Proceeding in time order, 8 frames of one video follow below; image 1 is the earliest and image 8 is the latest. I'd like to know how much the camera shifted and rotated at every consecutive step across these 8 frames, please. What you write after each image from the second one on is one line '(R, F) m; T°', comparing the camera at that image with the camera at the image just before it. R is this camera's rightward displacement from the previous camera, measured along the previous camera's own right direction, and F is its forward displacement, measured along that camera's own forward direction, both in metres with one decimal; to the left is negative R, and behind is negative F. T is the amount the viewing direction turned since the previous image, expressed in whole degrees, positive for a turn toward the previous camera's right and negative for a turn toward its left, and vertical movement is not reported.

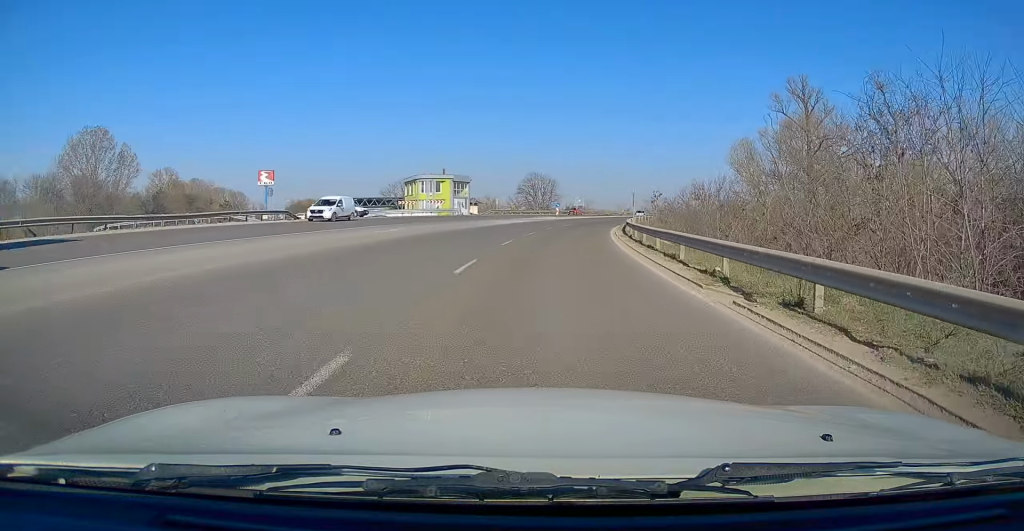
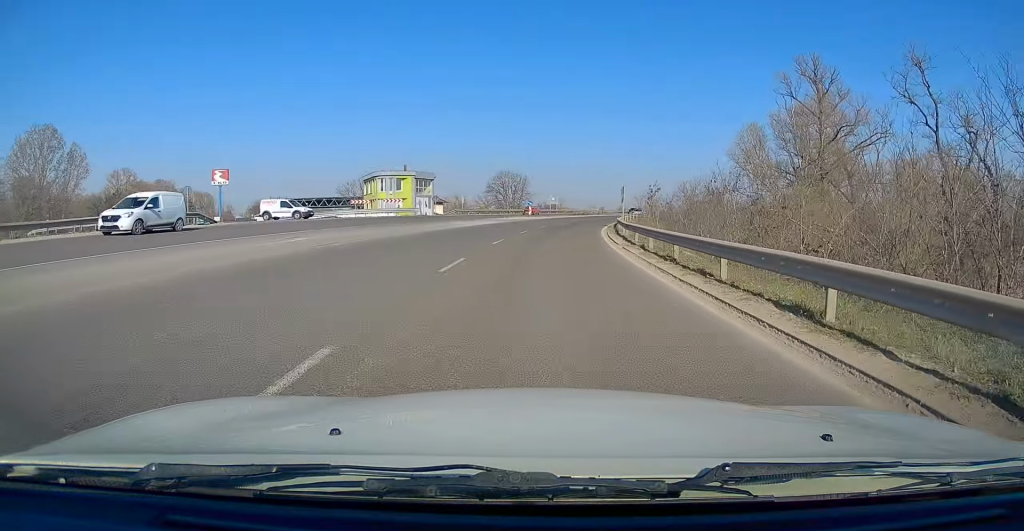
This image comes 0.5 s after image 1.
(+0.3, +8.7) m; +2°
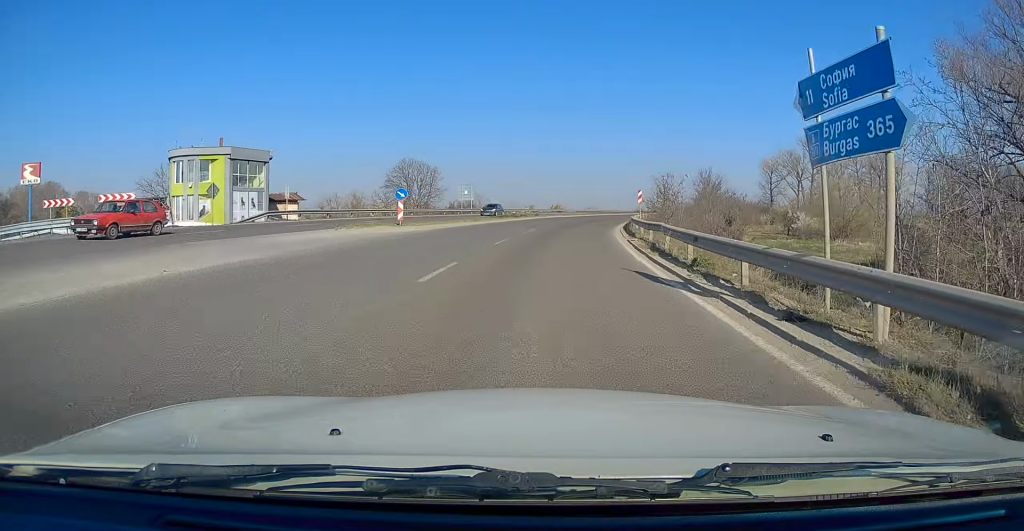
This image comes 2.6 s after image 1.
(+2.2, +37.7) m; +8°
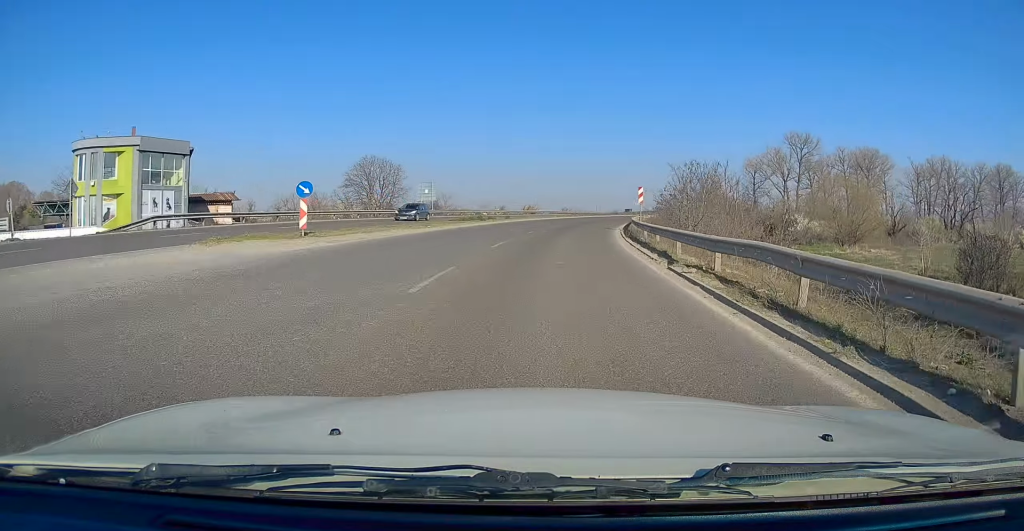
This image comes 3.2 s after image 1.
(+0.3, +10.2) m; +3°
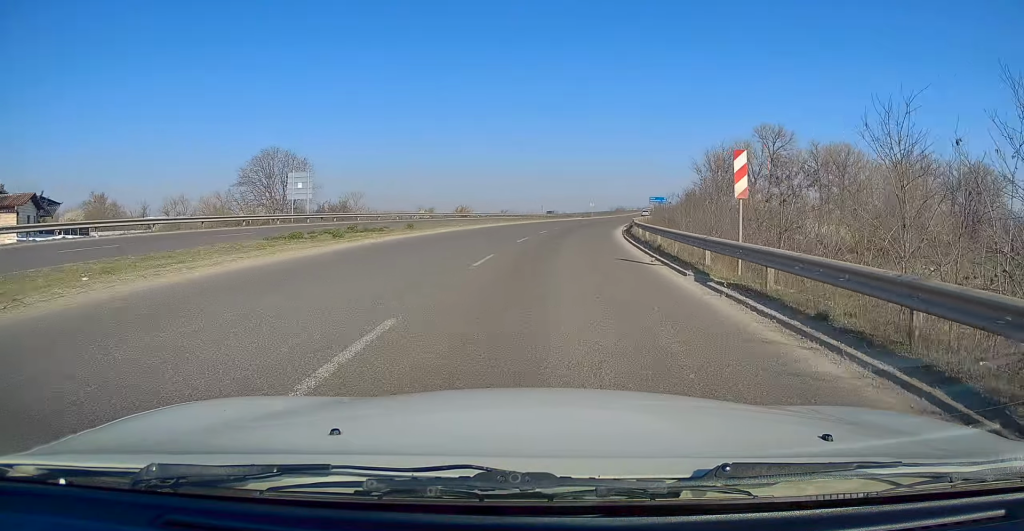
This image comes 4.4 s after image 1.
(+1.1, +23.1) m; +5°
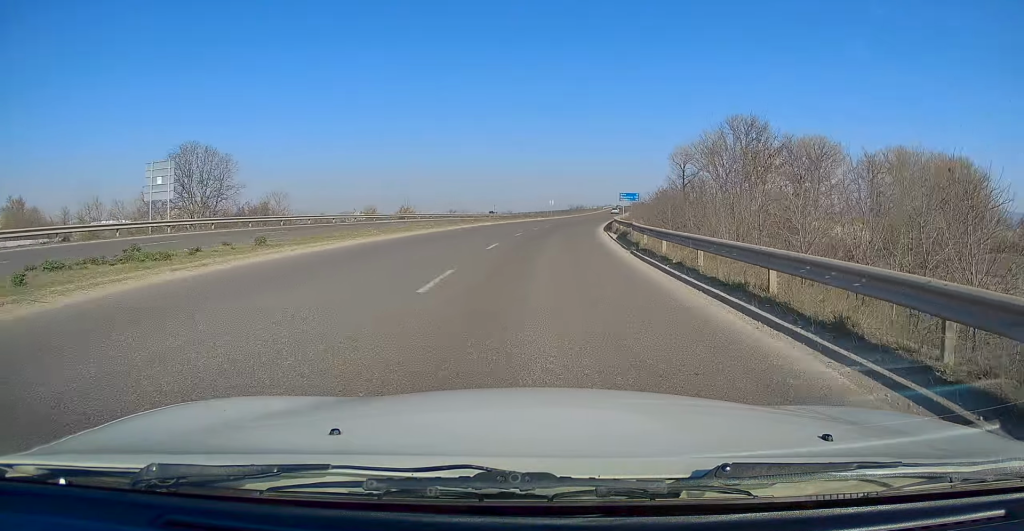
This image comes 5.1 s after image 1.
(+0.2, +12.9) m; +3°
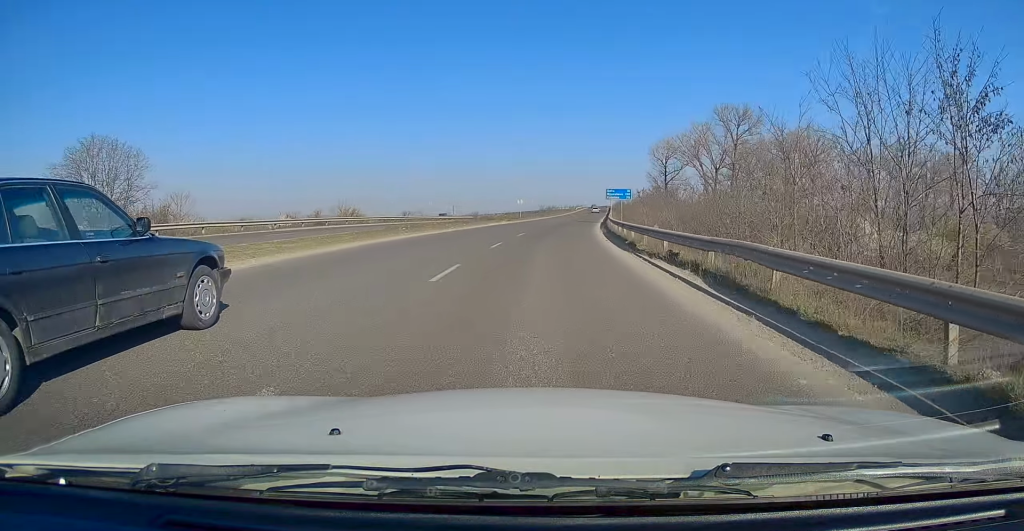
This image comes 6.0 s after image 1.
(+0.7, +16.1) m; +5°
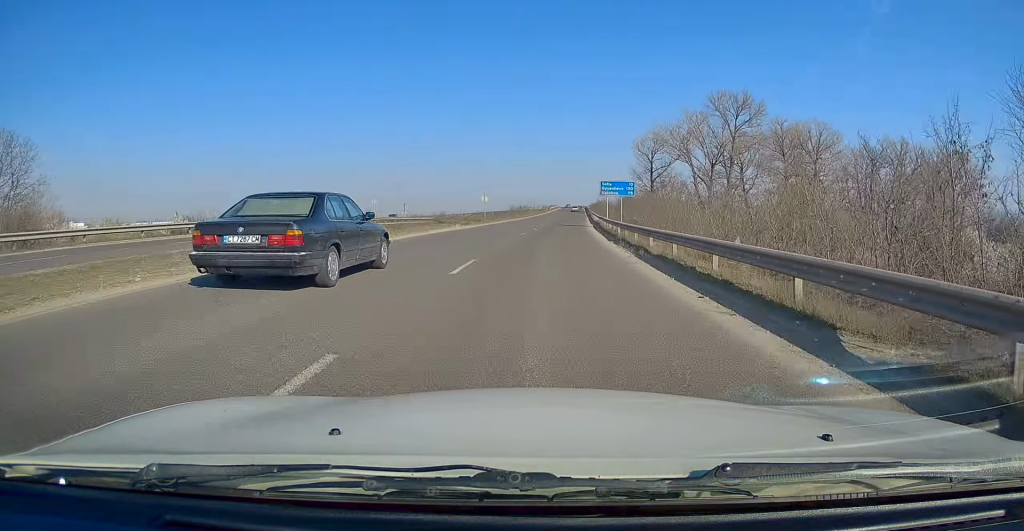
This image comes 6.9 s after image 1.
(+0.5, +16.4) m; +4°
